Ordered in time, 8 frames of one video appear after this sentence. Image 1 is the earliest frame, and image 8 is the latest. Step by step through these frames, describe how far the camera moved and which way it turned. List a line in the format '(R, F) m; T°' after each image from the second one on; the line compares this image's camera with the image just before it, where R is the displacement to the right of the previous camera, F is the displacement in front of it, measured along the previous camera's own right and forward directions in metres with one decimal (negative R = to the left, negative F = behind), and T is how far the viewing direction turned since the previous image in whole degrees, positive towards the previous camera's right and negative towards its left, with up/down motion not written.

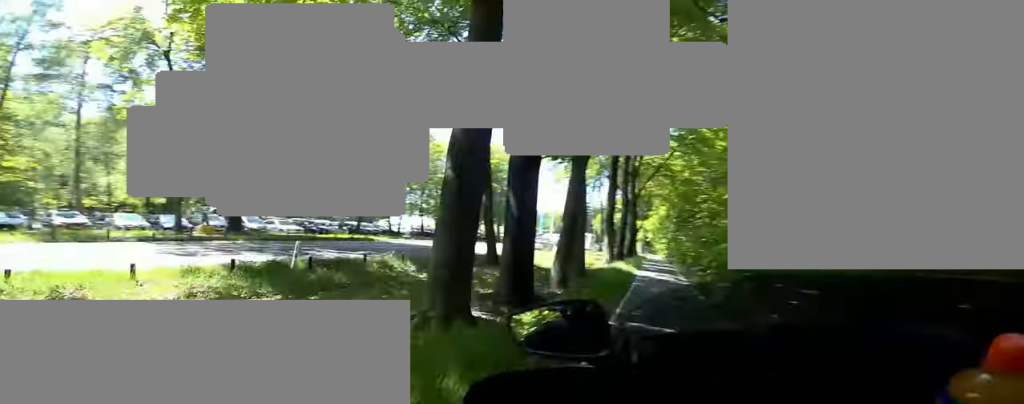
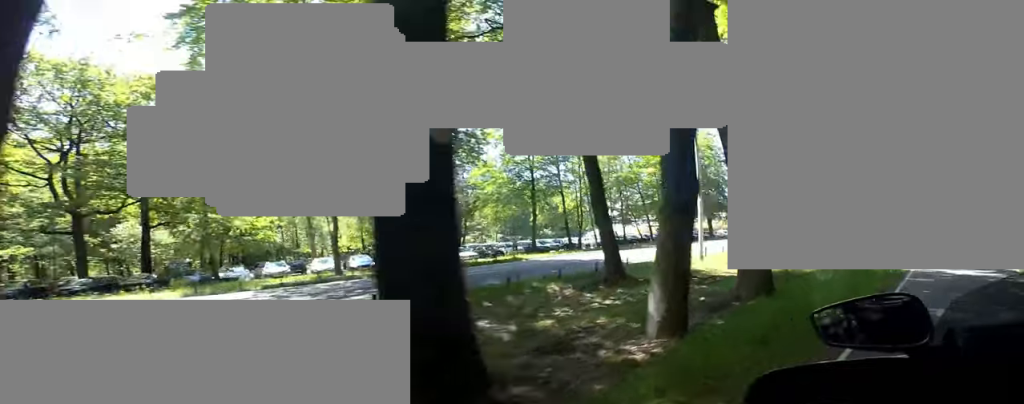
(+0.8, +5.9) m; 0°
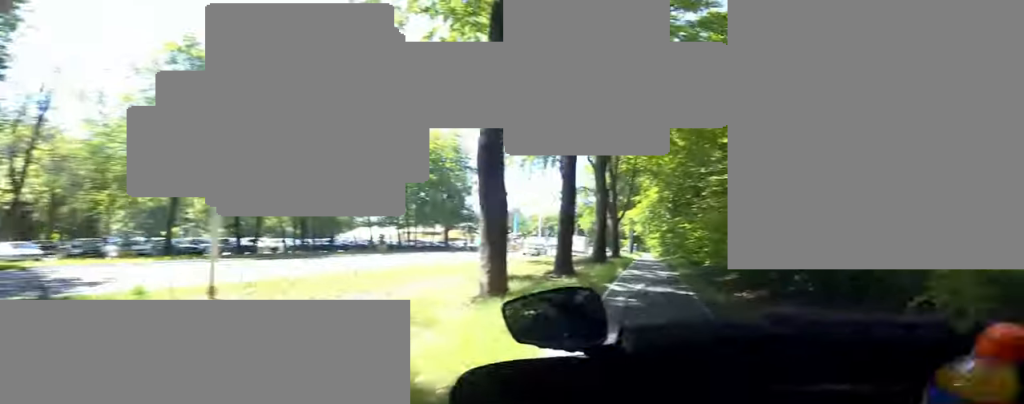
(-0.3, +9.3) m; 0°
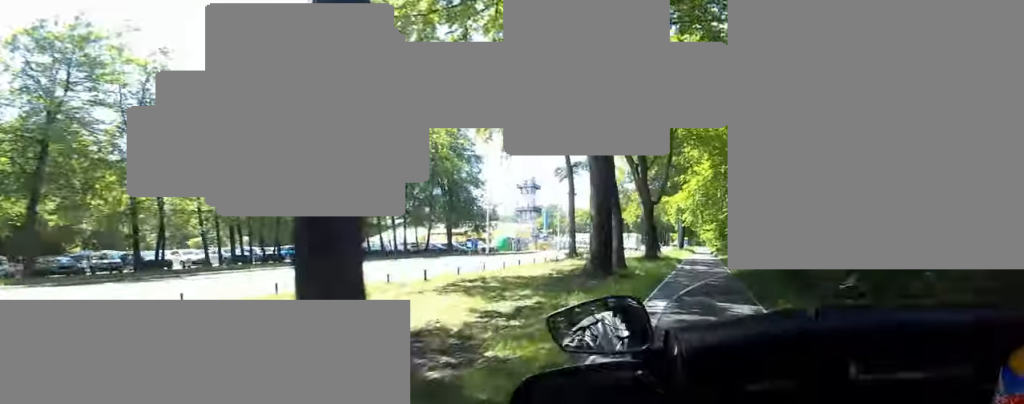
(-0.2, +10.2) m; 0°
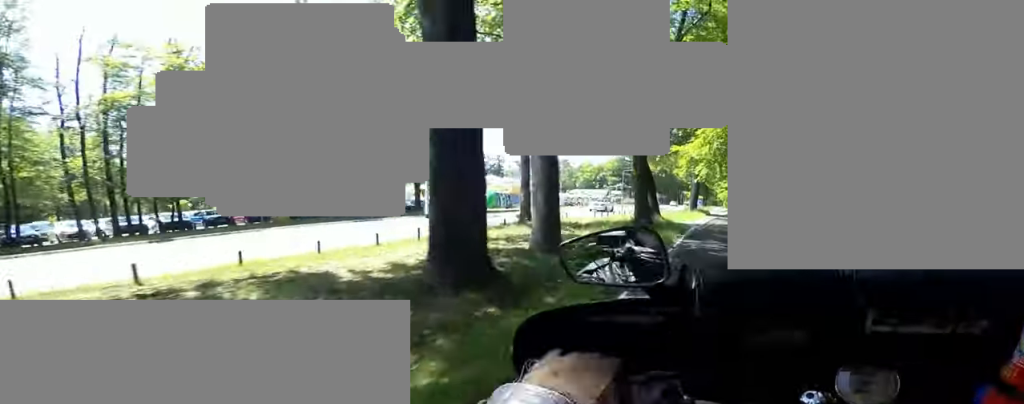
(+0.9, +7.3) m; 0°
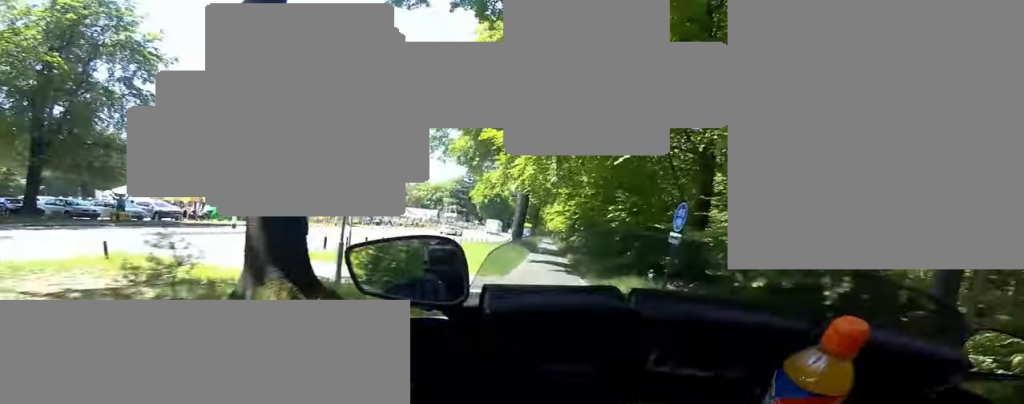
(-1.1, +15.4) m; -1°
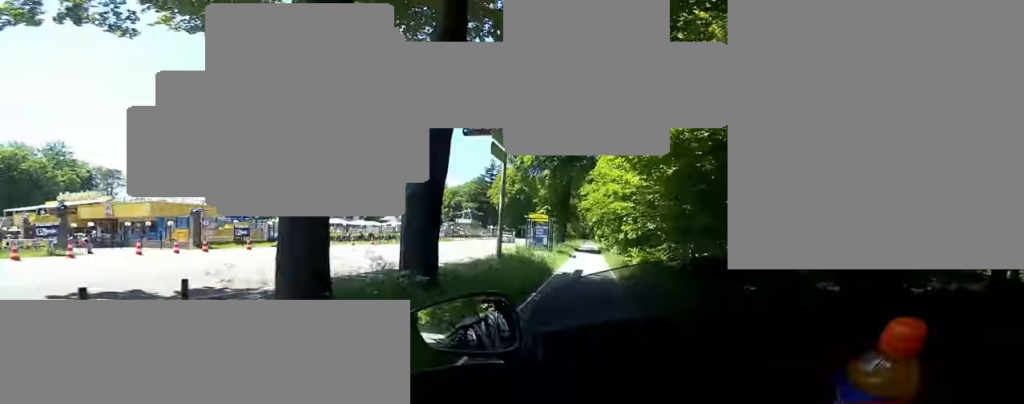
(+0.7, +27.6) m; +1°
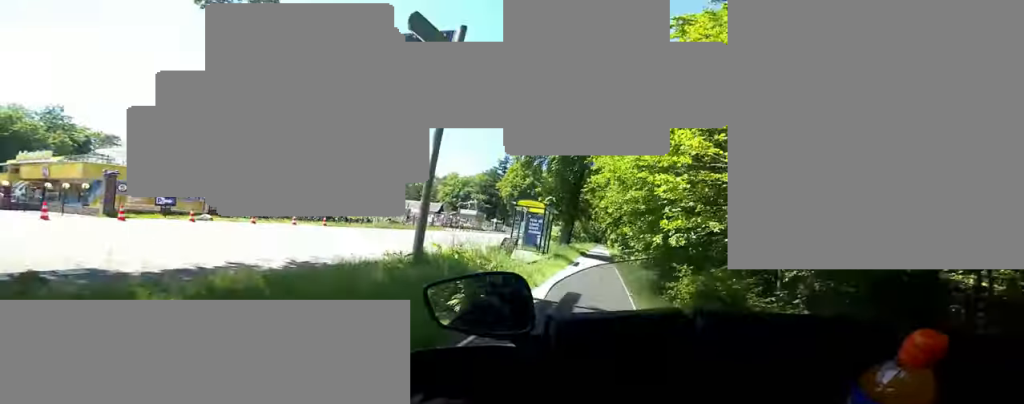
(+0.2, +6.8) m; -2°
